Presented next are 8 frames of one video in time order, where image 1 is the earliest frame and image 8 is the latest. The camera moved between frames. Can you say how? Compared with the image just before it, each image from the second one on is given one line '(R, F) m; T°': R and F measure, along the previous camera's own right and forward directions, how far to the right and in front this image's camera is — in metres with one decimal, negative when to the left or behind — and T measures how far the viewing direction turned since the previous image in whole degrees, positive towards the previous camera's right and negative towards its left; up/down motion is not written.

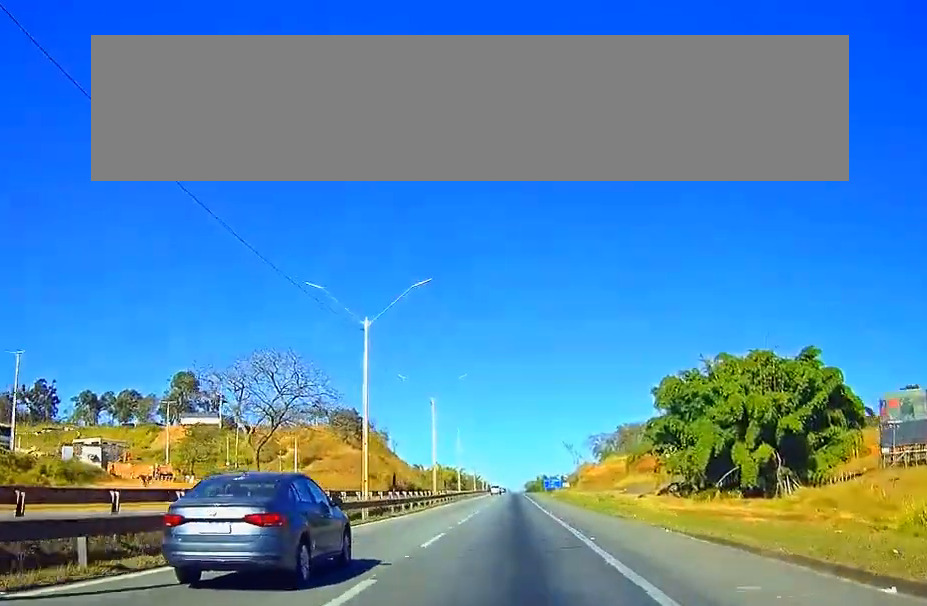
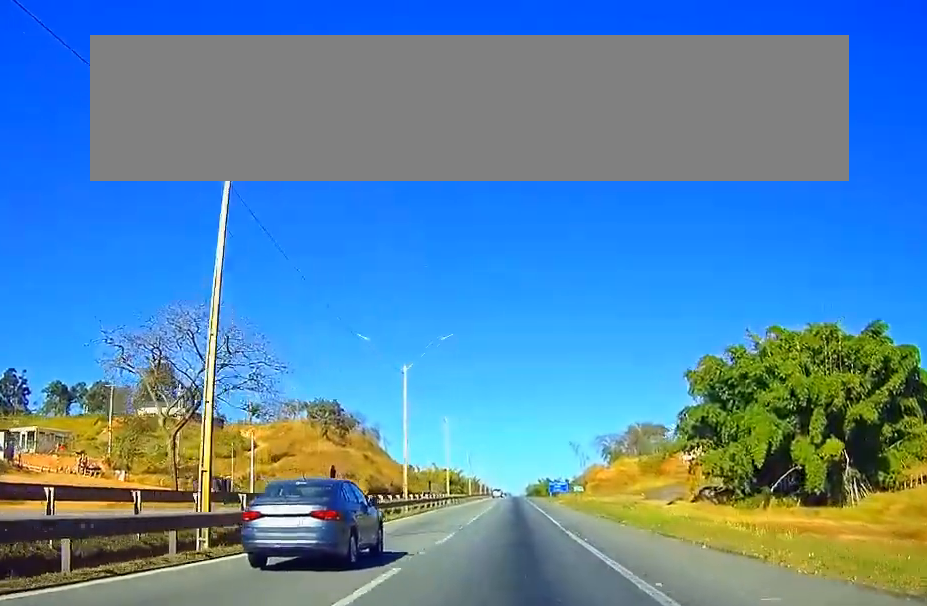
(0.0, +20.8) m; 0°
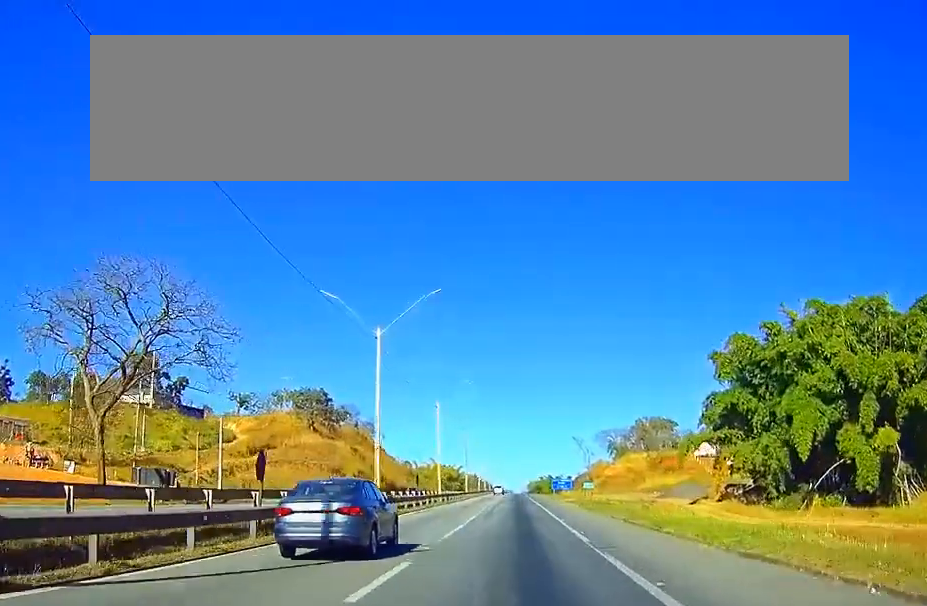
(-0.1, +11.3) m; 0°
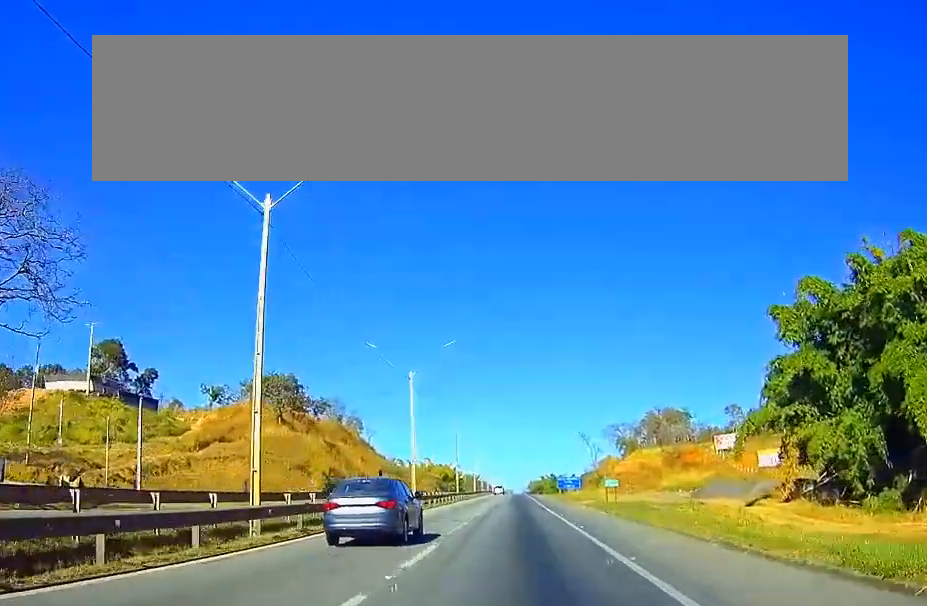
(0.0, +19.9) m; 0°
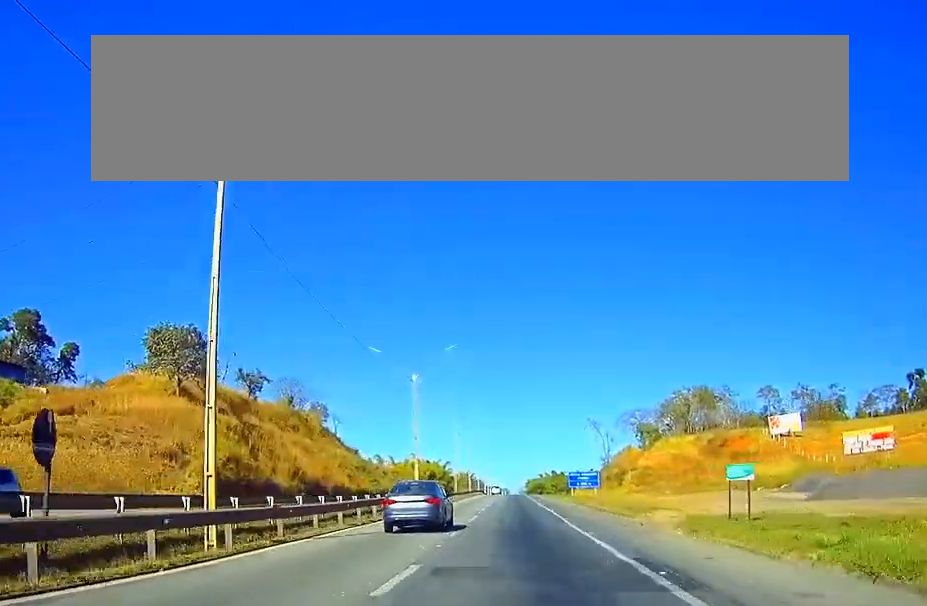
(0.0, +37.9) m; 0°
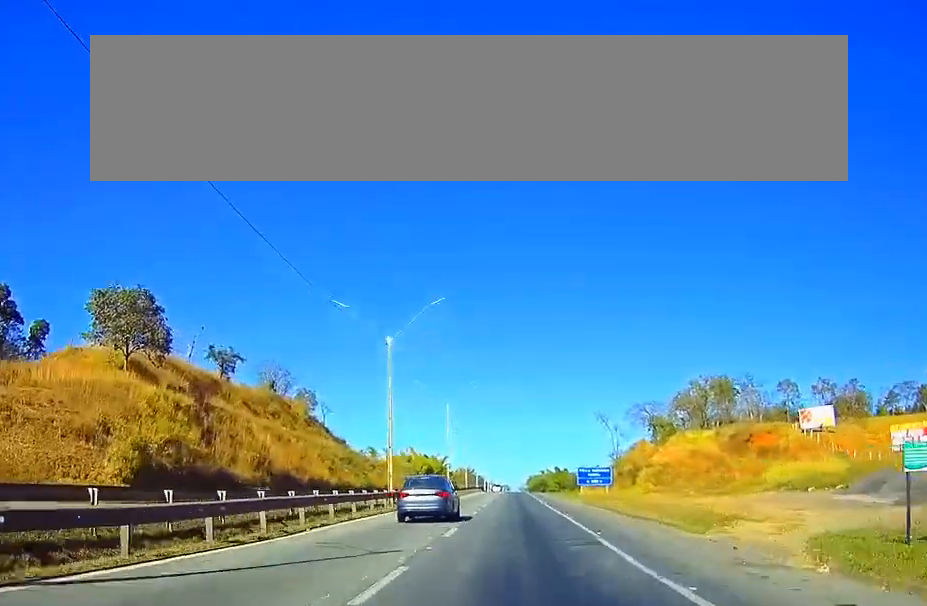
(0.0, +13.2) m; 0°
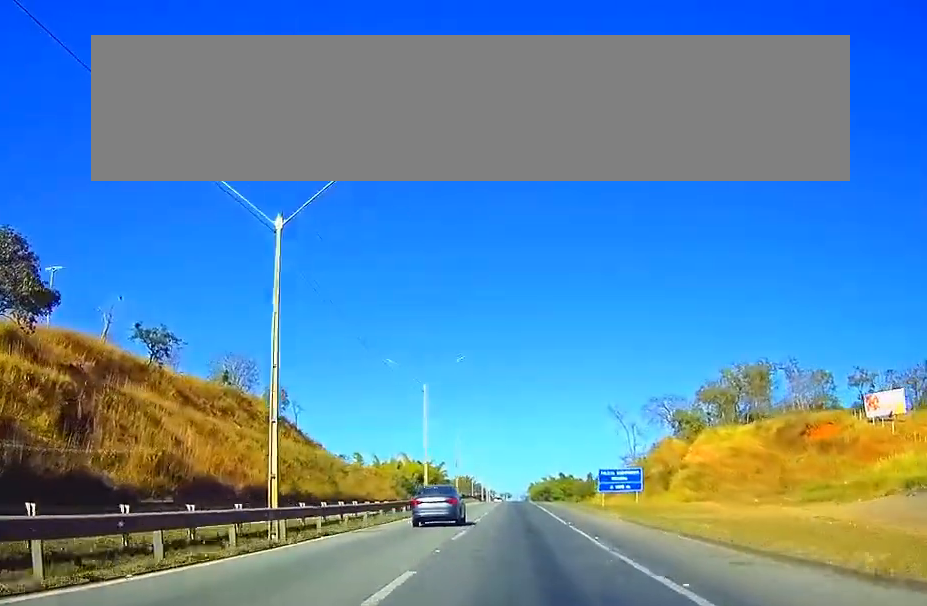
(0.0, +22.6) m; 0°
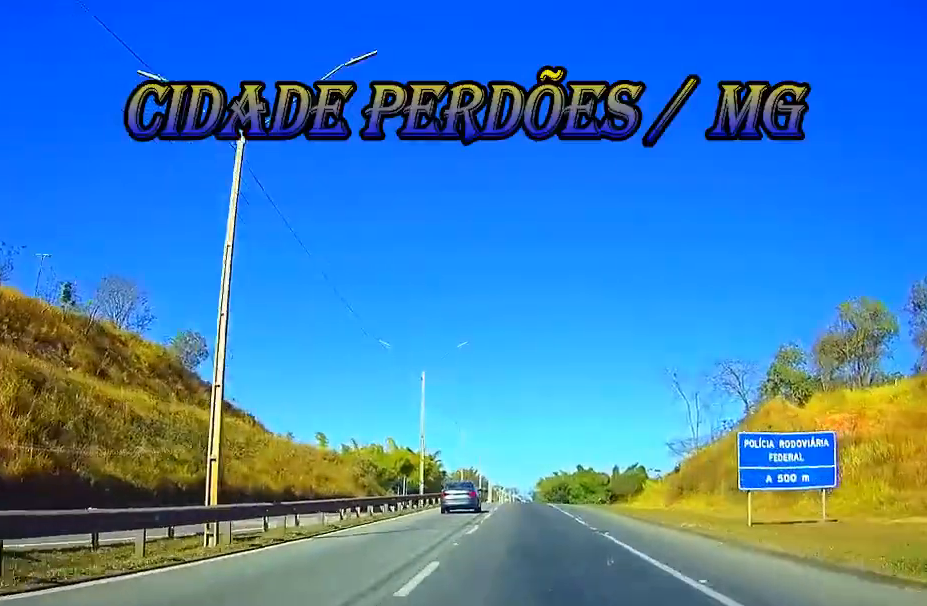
(-0.2, +45.7) m; 0°
